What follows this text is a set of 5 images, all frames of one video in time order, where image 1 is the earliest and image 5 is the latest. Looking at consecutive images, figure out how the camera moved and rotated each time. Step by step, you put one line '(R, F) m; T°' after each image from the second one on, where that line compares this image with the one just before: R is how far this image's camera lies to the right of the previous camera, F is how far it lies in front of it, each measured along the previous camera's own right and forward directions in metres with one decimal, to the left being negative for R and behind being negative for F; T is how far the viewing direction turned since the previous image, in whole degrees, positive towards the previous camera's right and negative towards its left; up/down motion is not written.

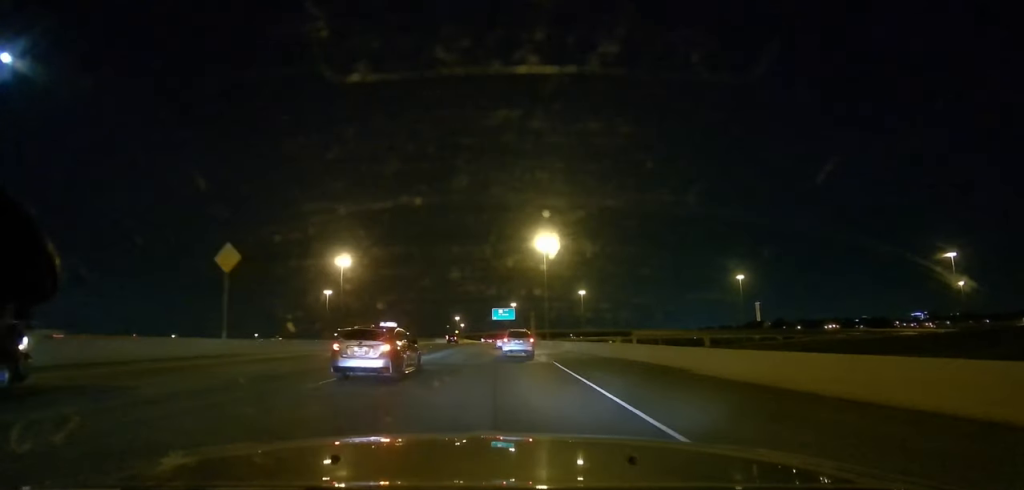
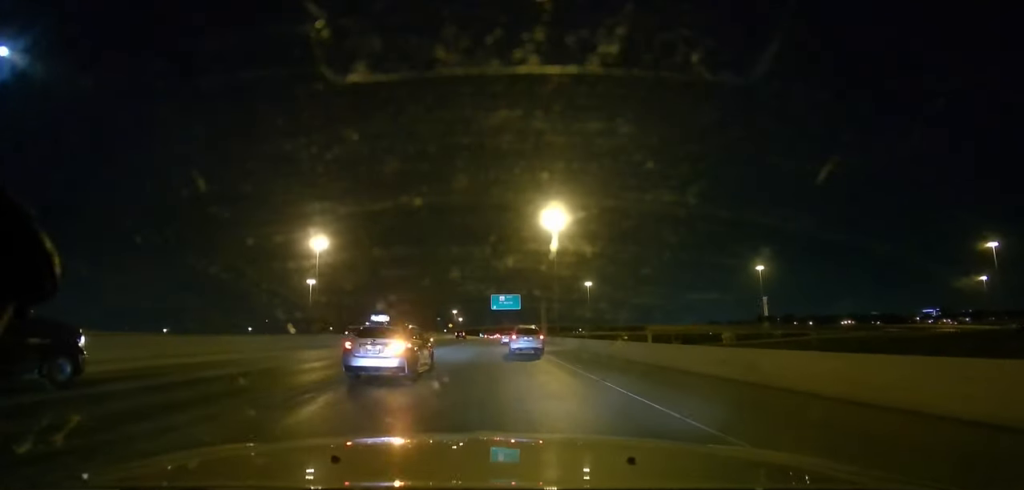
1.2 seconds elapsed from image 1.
(+0.1, +25.4) m; +1°
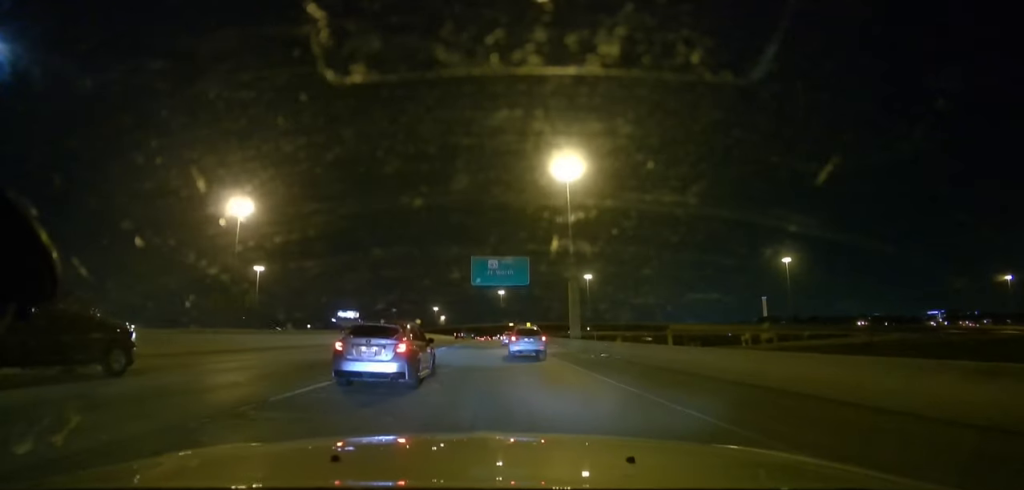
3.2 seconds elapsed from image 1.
(+0.6, +57.5) m; +1°
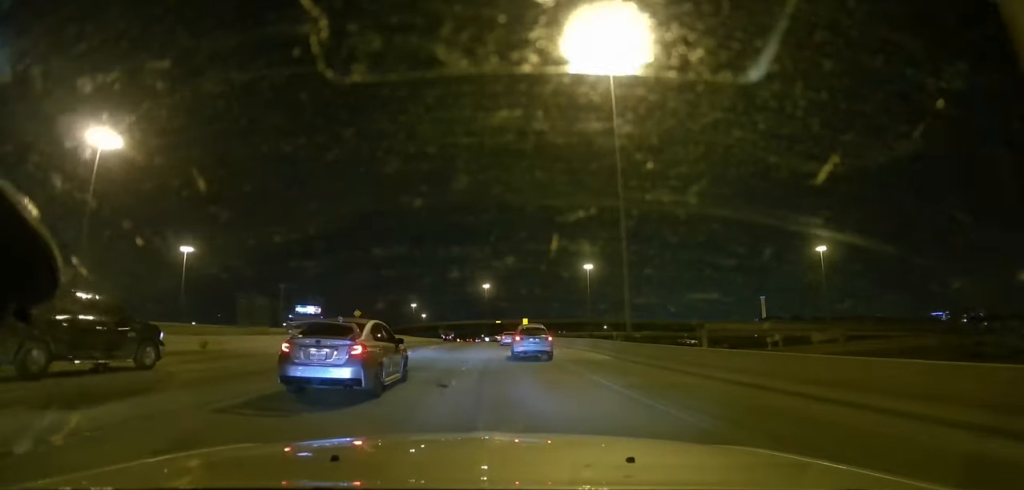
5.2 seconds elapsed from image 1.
(+0.8, +50.6) m; +2°
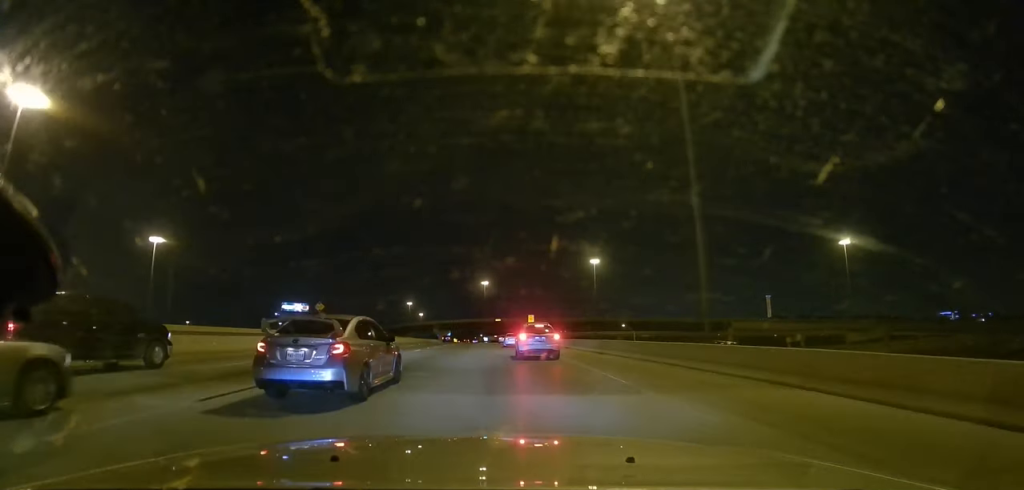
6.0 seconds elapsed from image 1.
(+0.1, +18.4) m; +1°
